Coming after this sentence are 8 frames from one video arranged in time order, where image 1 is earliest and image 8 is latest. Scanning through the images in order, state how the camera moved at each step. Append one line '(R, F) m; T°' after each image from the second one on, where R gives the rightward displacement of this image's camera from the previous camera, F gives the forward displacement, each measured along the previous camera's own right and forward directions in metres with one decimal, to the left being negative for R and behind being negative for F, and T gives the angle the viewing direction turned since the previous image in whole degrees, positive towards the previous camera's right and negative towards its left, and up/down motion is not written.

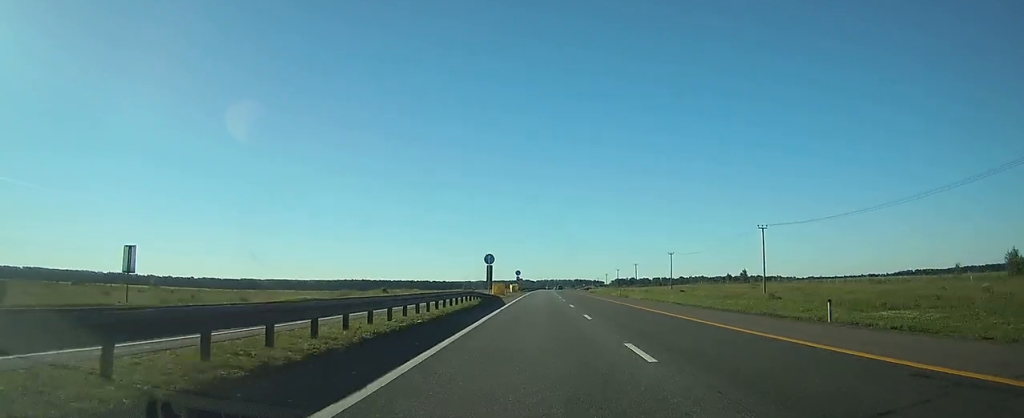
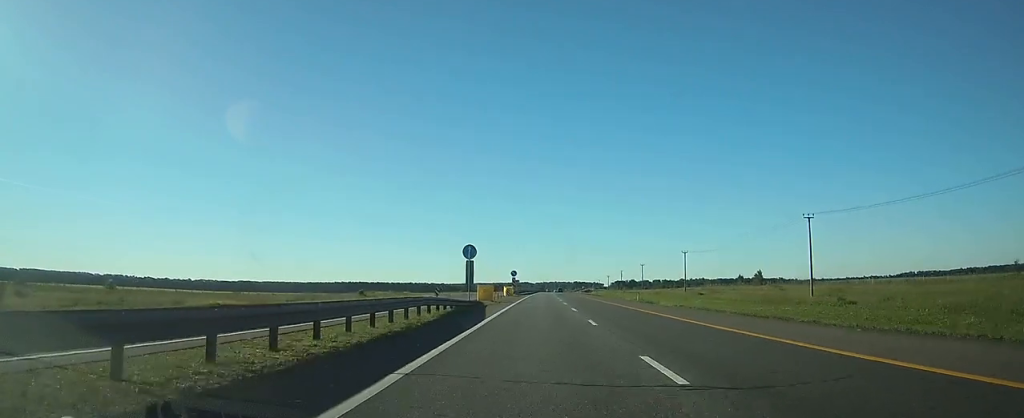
(+0.1, +13.7) m; 0°
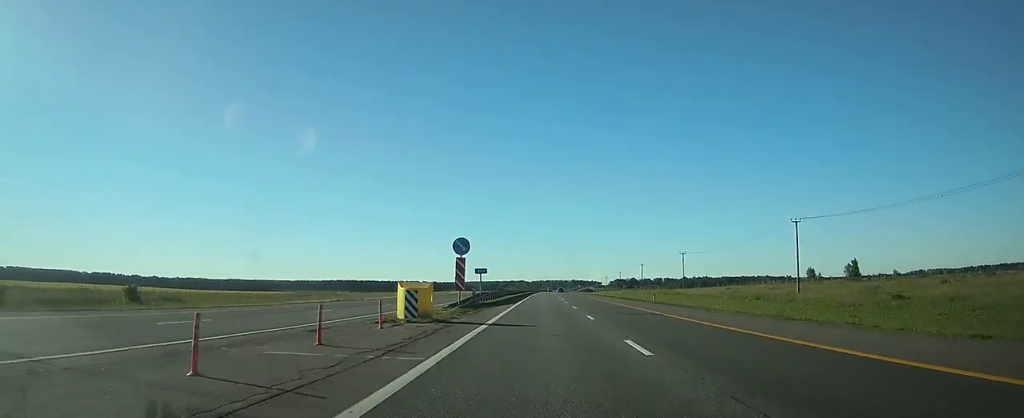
(0.0, +55.7) m; 0°
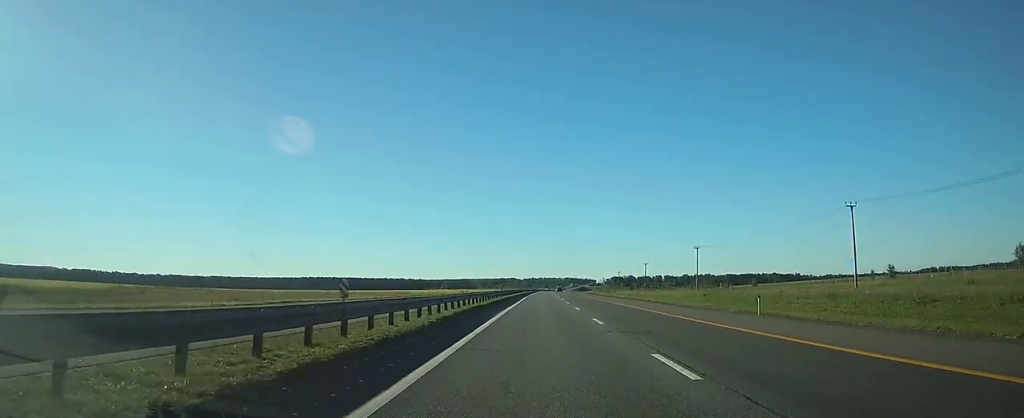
(+0.1, +73.6) m; 0°
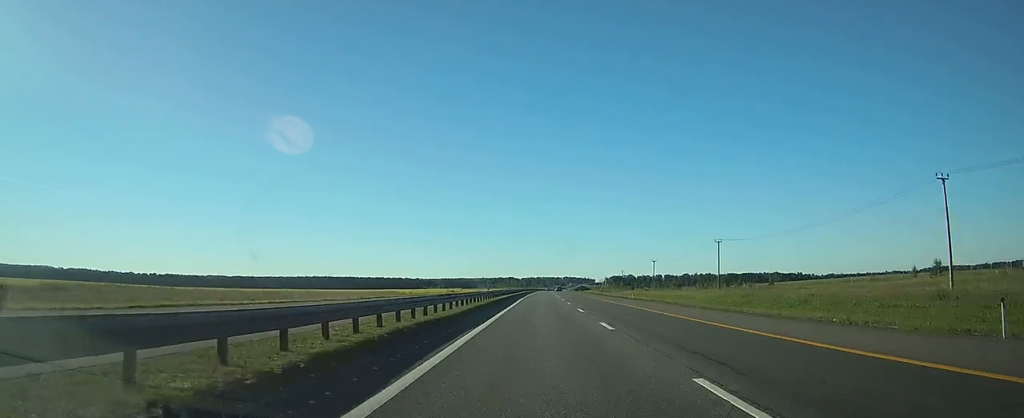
(0.0, +14.8) m; 0°
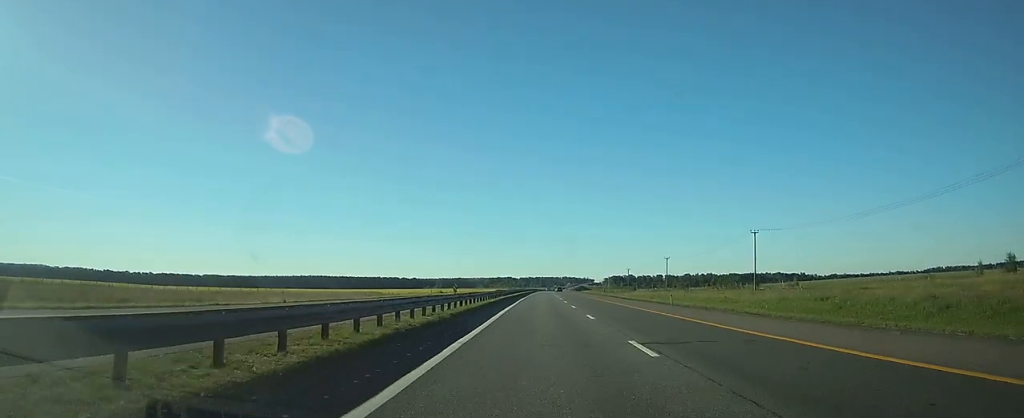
(0.0, +18.0) m; 0°
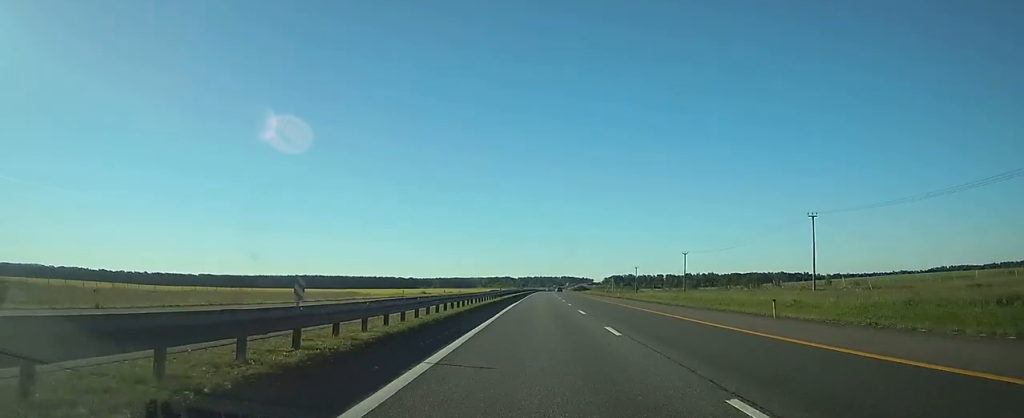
(0.0, +19.1) m; 0°
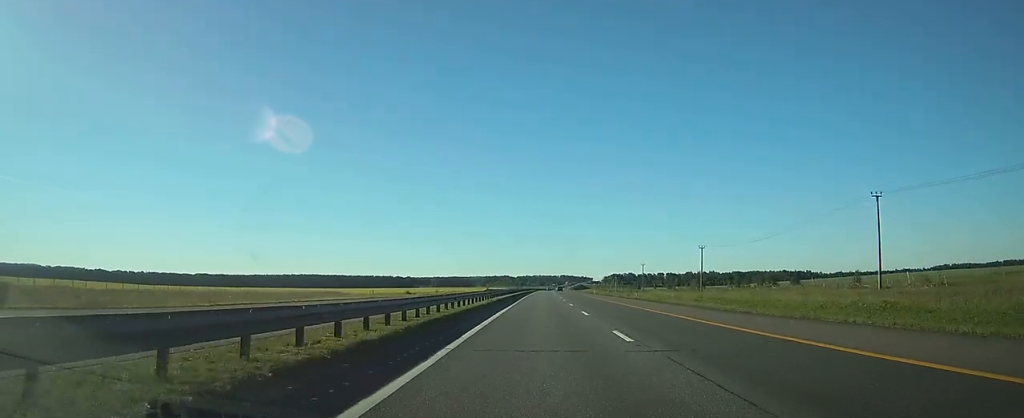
(0.0, +13.8) m; 0°
